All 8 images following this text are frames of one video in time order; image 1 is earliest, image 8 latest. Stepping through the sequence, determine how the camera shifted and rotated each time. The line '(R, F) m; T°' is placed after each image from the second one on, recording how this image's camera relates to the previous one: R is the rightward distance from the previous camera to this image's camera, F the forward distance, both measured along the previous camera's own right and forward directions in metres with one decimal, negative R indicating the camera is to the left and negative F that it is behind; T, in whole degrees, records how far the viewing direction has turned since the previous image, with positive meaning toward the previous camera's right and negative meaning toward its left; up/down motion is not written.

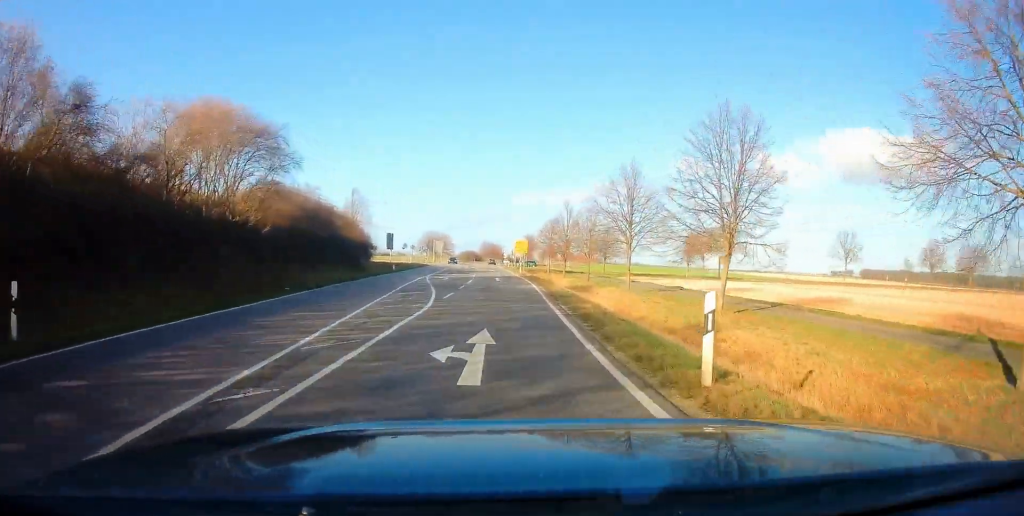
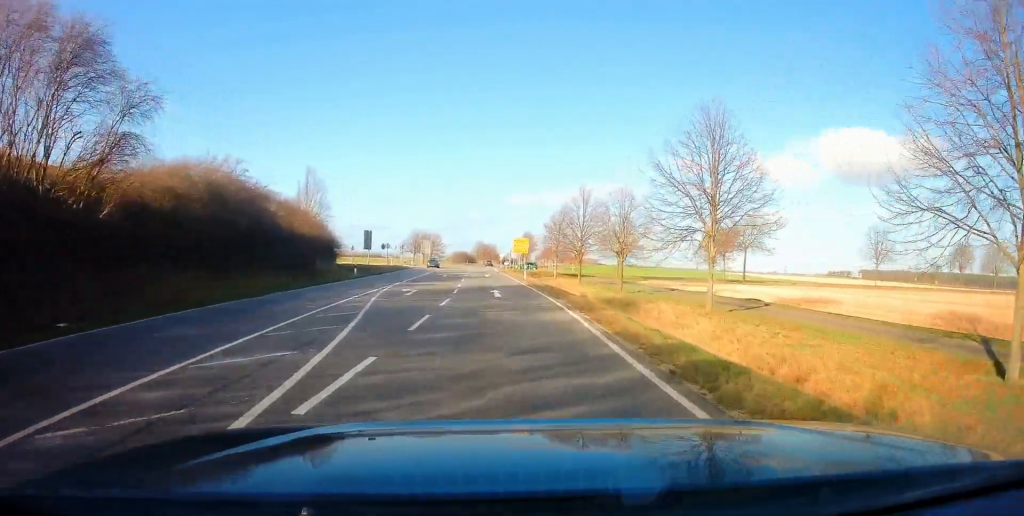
(+0.1, +14.5) m; +1°
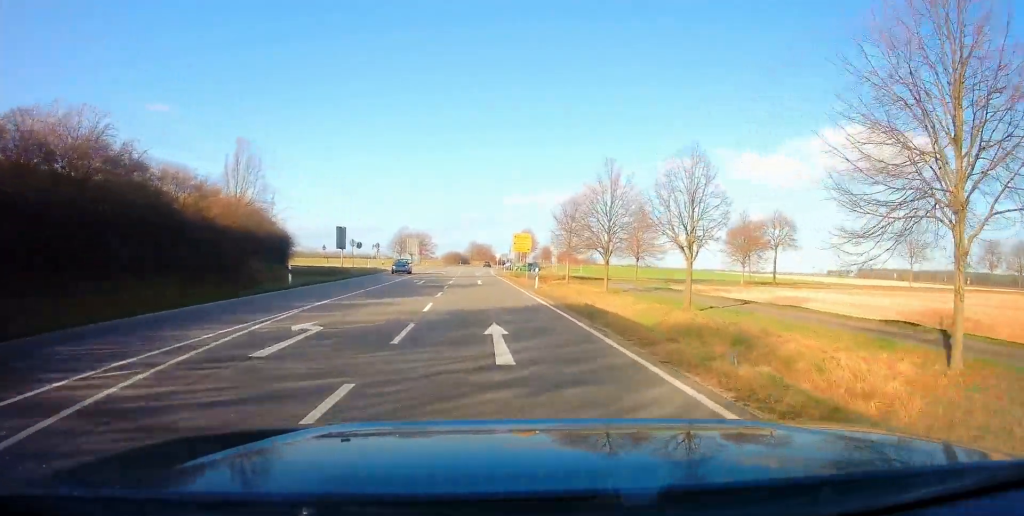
(0.0, +13.5) m; 0°
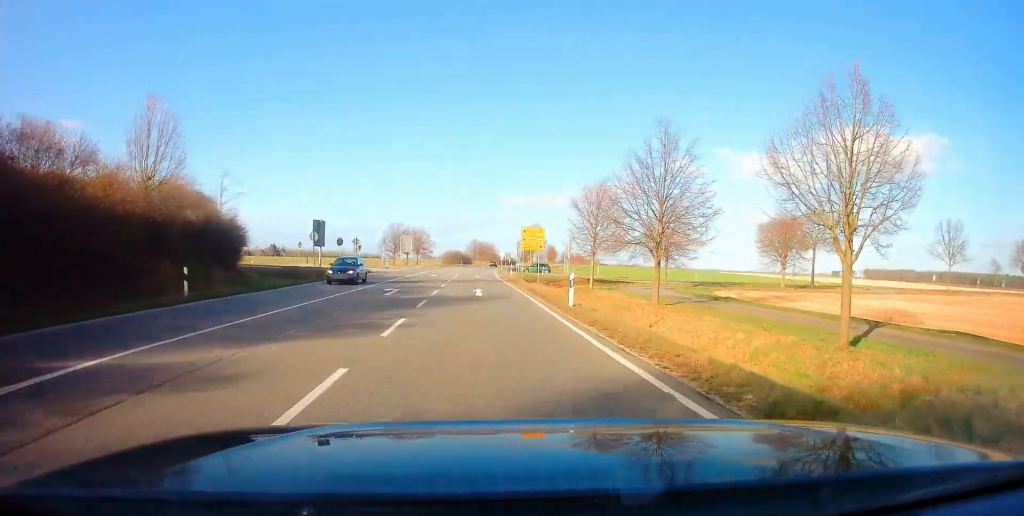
(+0.1, +11.1) m; 0°
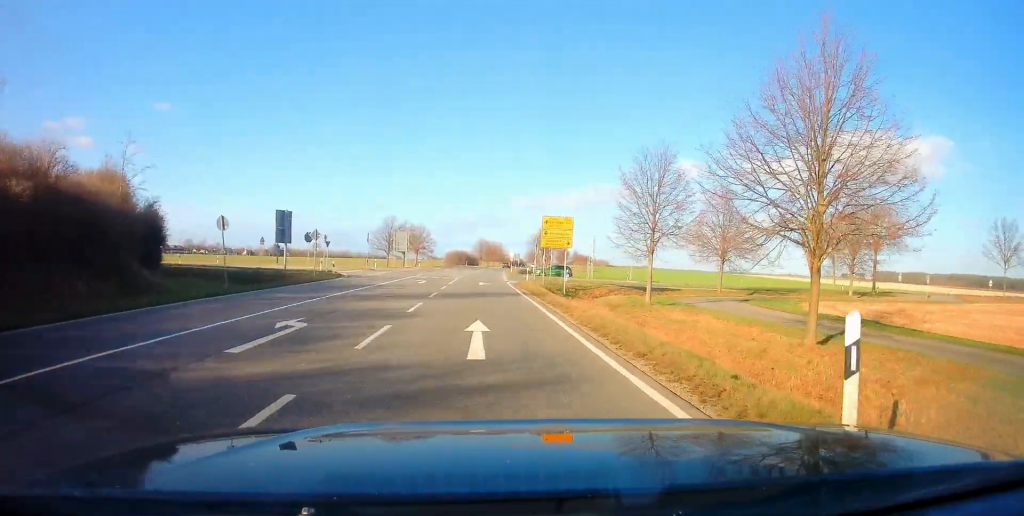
(0.0, +13.4) m; -1°
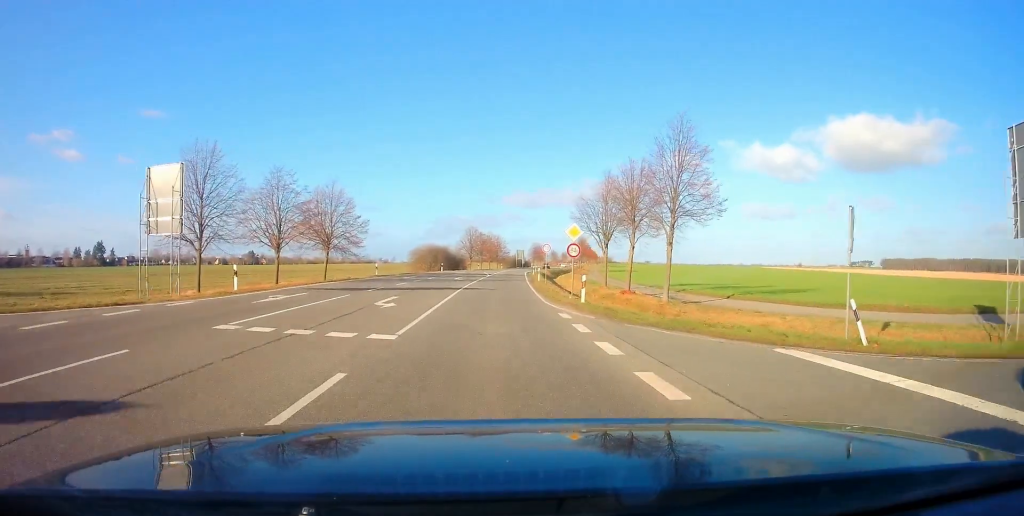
(0.0, +59.7) m; +1°
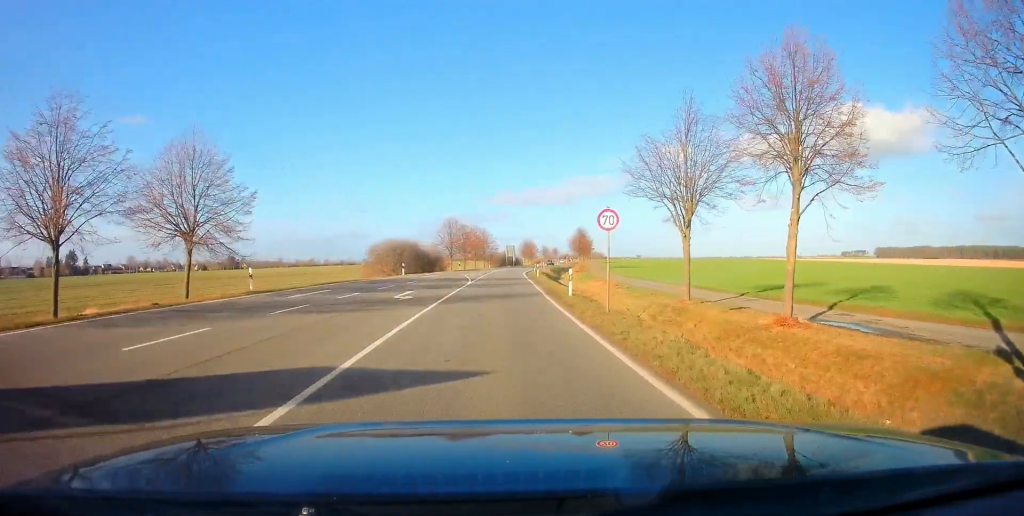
(+0.1, +22.2) m; +2°
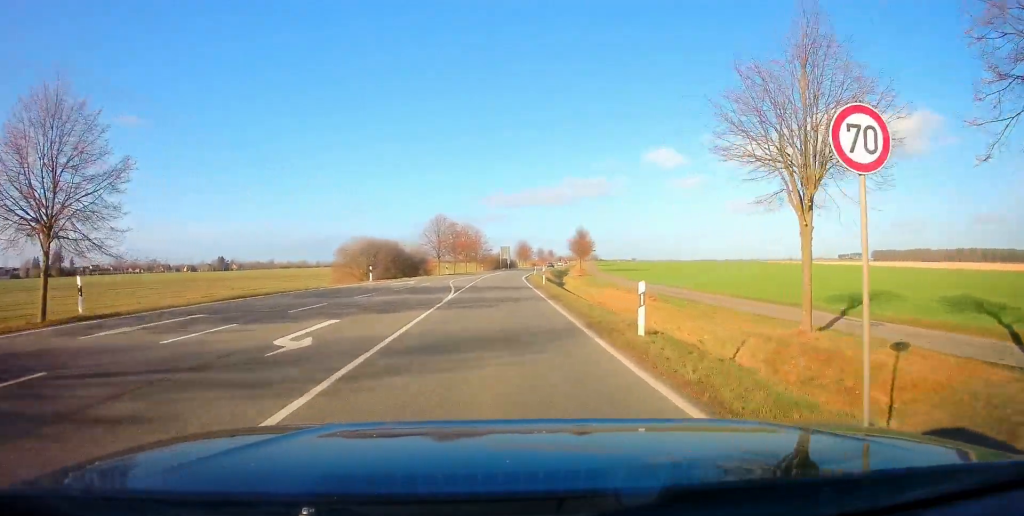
(0.0, +10.6) m; +1°
